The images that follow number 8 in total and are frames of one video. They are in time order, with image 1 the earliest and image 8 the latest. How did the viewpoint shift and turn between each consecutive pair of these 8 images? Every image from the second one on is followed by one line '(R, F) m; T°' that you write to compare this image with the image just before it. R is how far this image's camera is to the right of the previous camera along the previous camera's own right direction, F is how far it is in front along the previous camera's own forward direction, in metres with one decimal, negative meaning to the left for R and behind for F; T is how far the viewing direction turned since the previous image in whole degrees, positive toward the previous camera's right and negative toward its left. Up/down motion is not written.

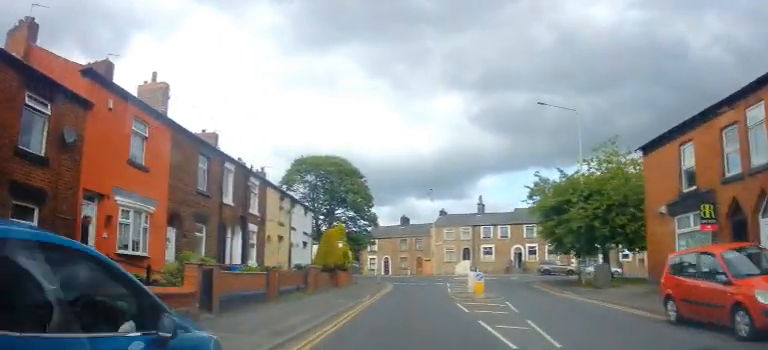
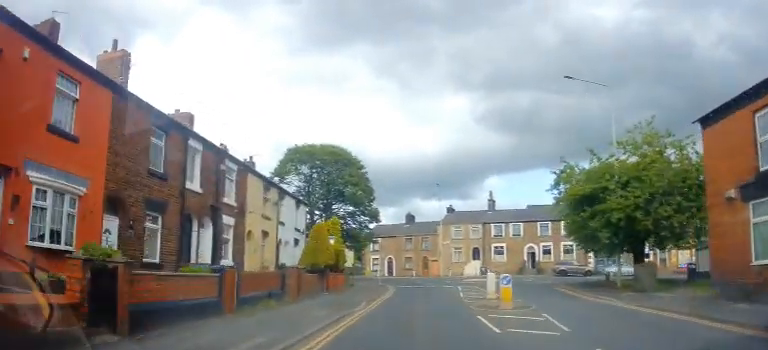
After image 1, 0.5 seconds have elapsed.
(0.0, +4.2) m; -1°
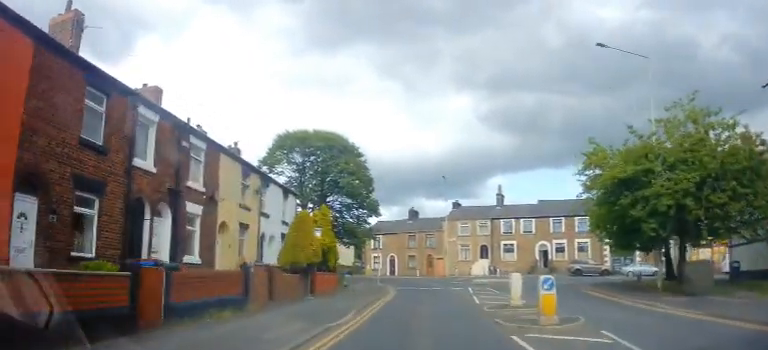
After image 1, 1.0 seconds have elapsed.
(0.0, +3.8) m; -1°
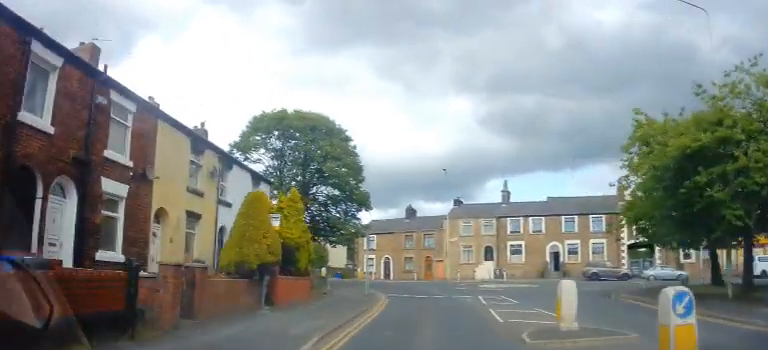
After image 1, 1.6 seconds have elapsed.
(-0.1, +5.0) m; -2°
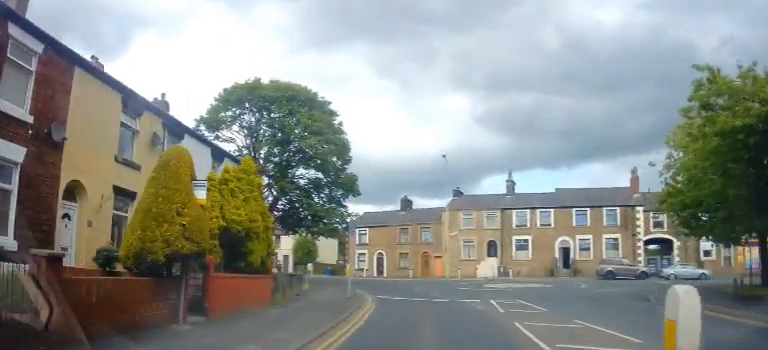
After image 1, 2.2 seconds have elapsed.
(-0.1, +4.4) m; +1°
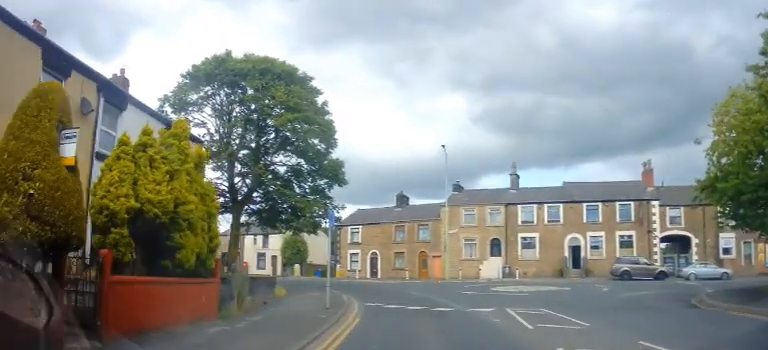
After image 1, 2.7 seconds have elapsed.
(-0.2, +3.7) m; +2°
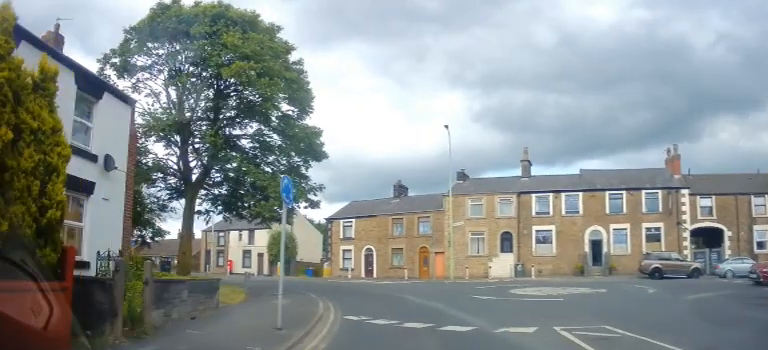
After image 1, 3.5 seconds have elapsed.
(+0.4, +4.8) m; +3°
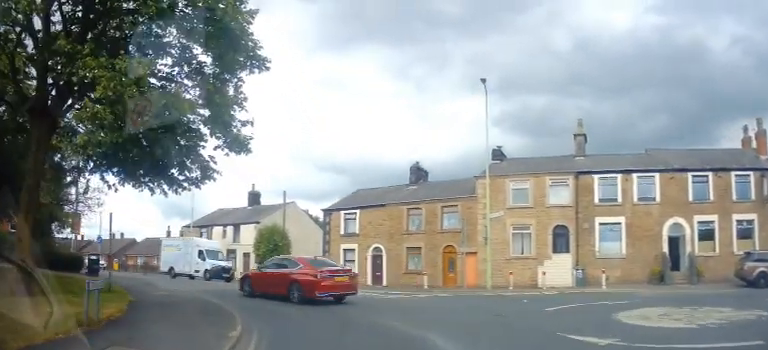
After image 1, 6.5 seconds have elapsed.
(-1.1, +10.0) m; -5°
